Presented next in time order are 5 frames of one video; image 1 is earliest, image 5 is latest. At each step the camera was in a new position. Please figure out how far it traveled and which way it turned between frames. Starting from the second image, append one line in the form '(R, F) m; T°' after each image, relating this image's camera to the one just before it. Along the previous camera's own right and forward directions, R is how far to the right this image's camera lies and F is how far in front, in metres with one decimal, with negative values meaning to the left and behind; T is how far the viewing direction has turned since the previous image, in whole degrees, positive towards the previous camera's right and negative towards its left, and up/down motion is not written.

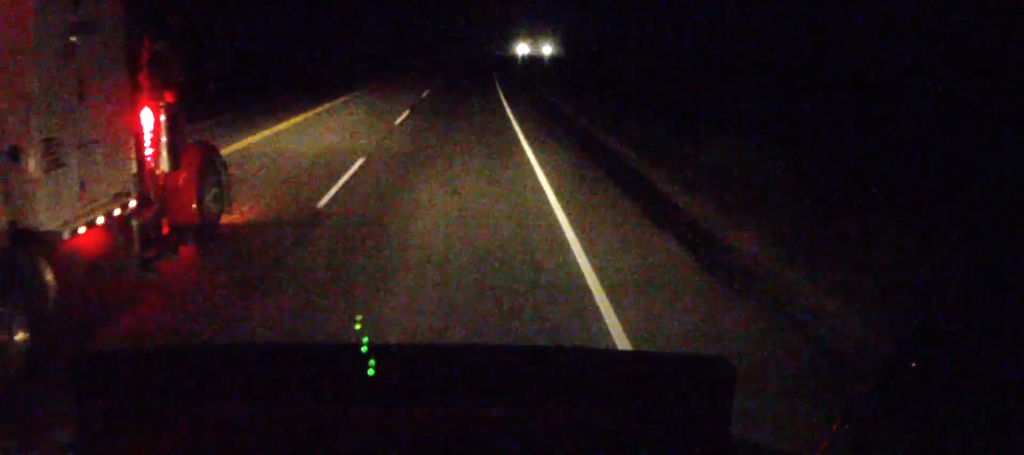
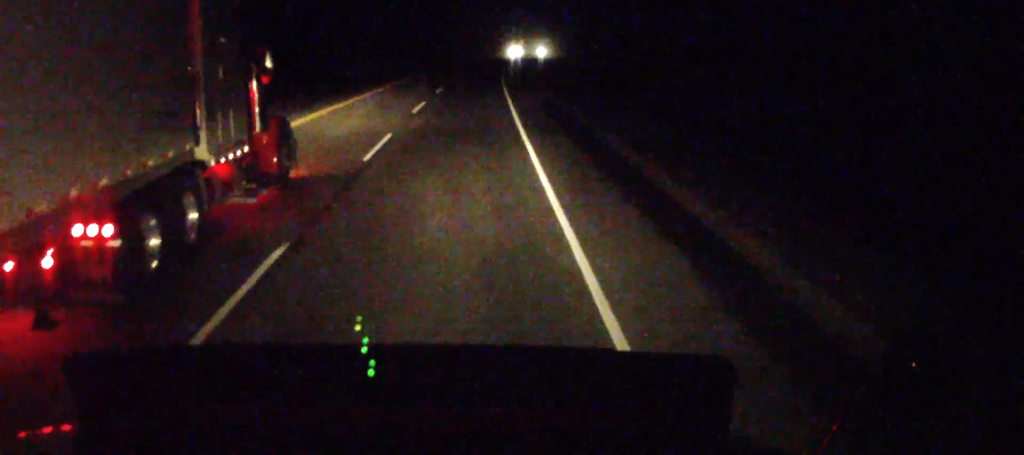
(-0.1, +20.4) m; 0°
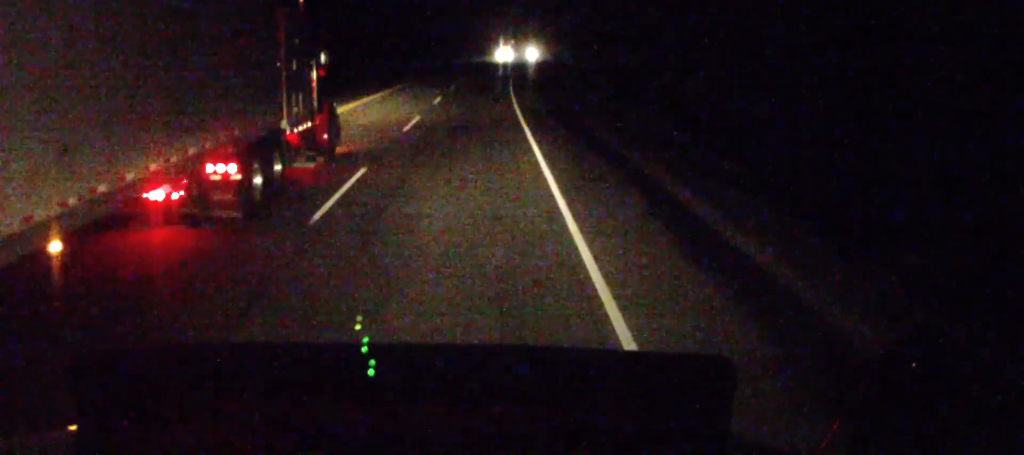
(+0.1, +19.0) m; +1°
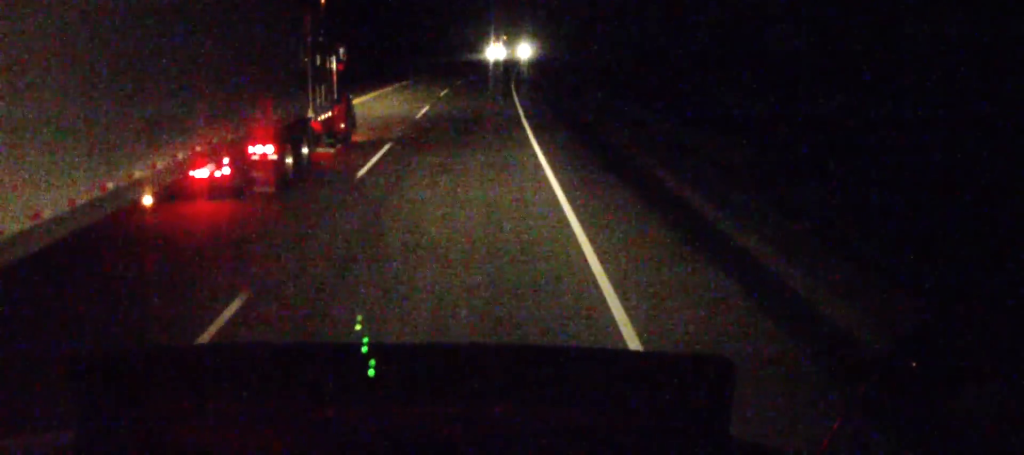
(0.0, +9.0) m; +1°
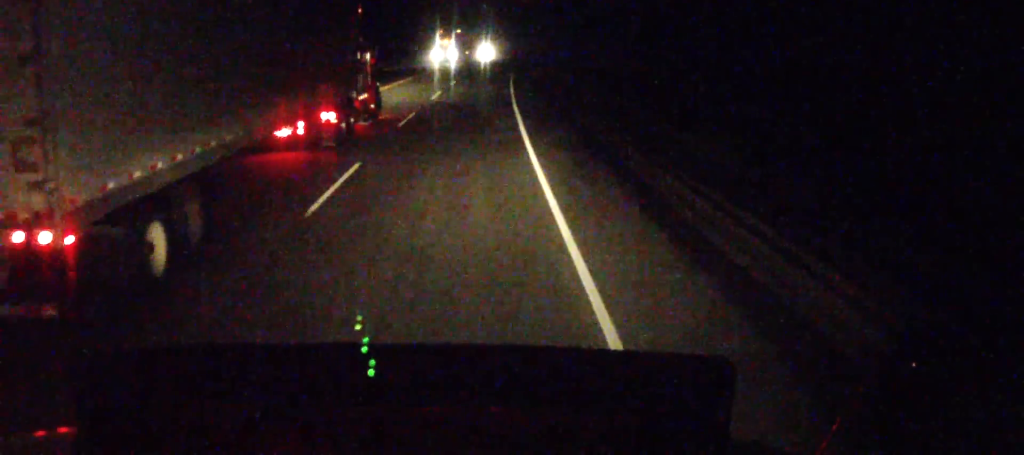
(+0.7, +29.6) m; +2°
